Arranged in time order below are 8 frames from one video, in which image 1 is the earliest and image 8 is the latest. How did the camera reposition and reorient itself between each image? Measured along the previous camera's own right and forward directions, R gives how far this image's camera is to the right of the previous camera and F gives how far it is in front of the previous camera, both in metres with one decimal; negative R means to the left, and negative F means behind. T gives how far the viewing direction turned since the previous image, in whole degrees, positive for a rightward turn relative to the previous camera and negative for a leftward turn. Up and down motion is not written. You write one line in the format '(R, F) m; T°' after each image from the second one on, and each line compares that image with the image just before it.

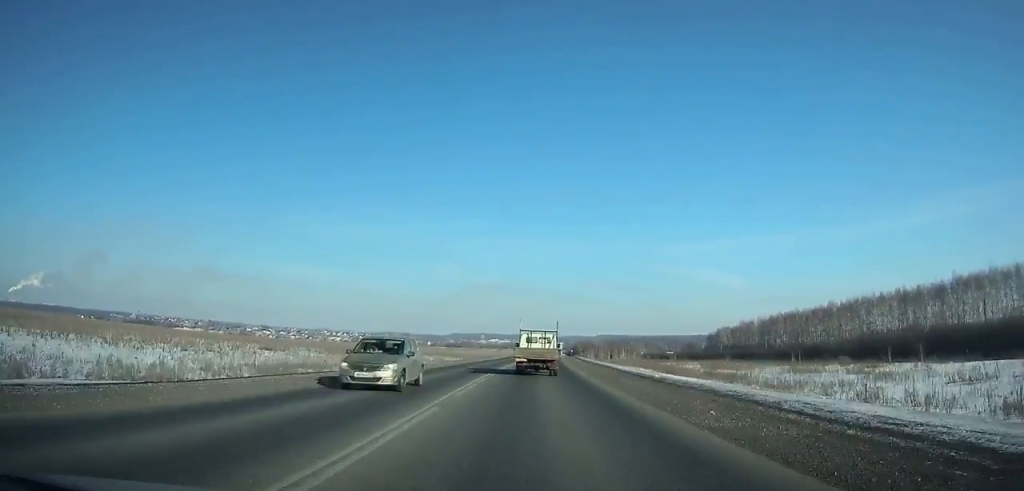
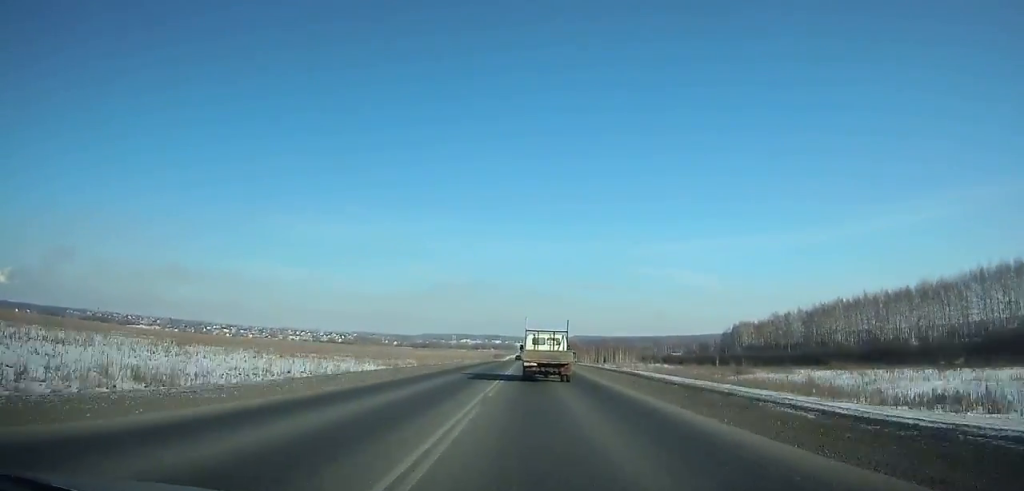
(+0.7, +88.5) m; +1°
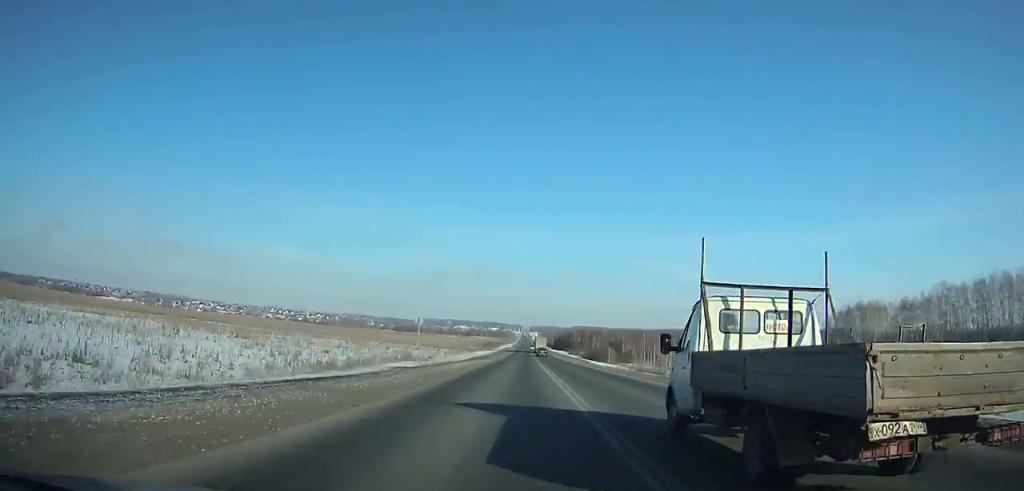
(+0.8, +123.8) m; +1°
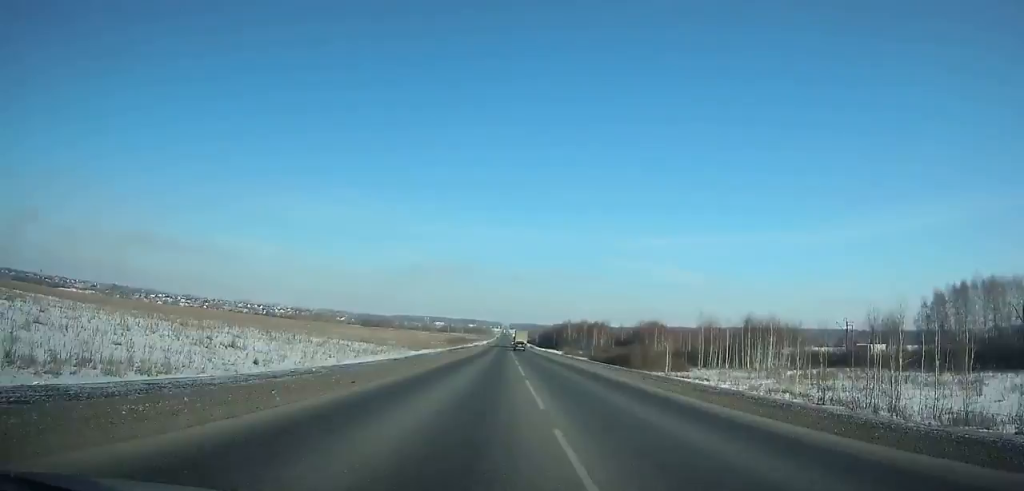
(+1.1, +70.9) m; +1°
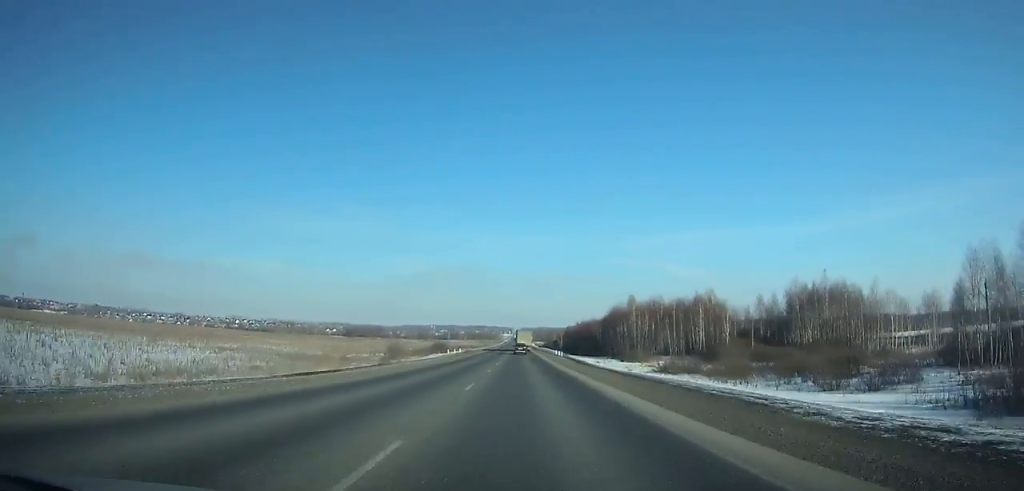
(-1.0, +119.4) m; -1°
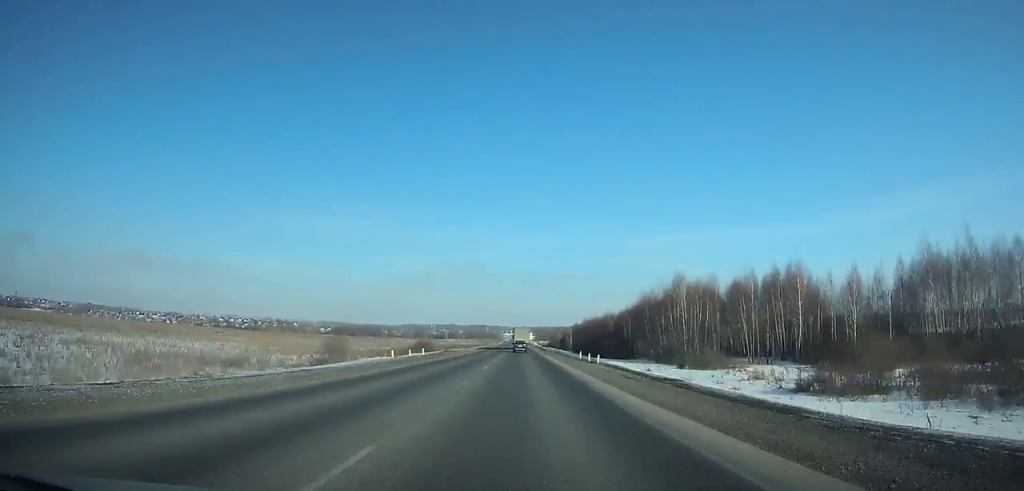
(-0.1, +36.6) m; 0°
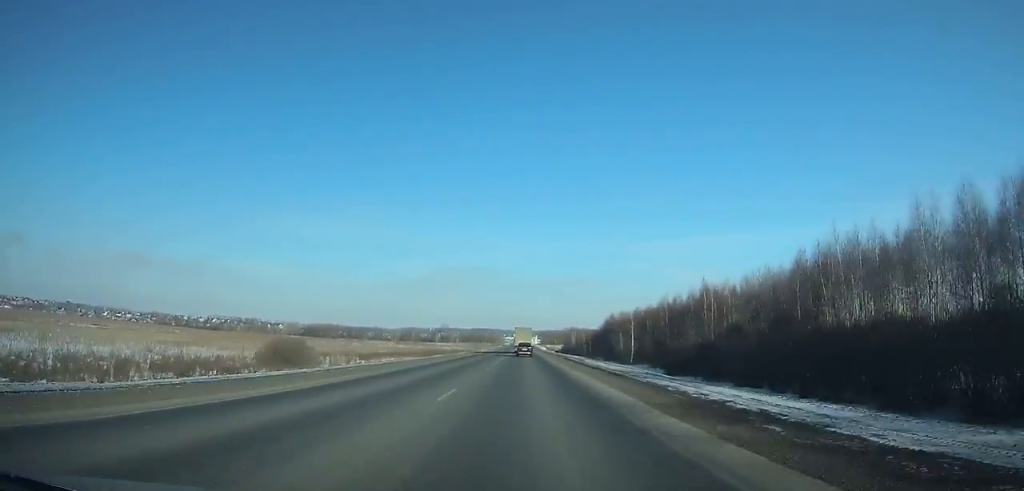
(0.0, +99.1) m; 0°
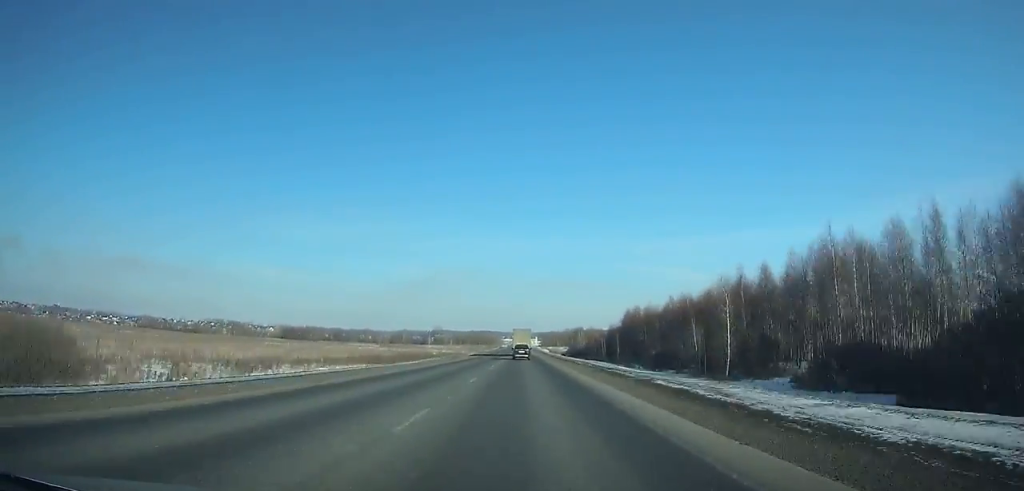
(0.0, +39.9) m; 0°
